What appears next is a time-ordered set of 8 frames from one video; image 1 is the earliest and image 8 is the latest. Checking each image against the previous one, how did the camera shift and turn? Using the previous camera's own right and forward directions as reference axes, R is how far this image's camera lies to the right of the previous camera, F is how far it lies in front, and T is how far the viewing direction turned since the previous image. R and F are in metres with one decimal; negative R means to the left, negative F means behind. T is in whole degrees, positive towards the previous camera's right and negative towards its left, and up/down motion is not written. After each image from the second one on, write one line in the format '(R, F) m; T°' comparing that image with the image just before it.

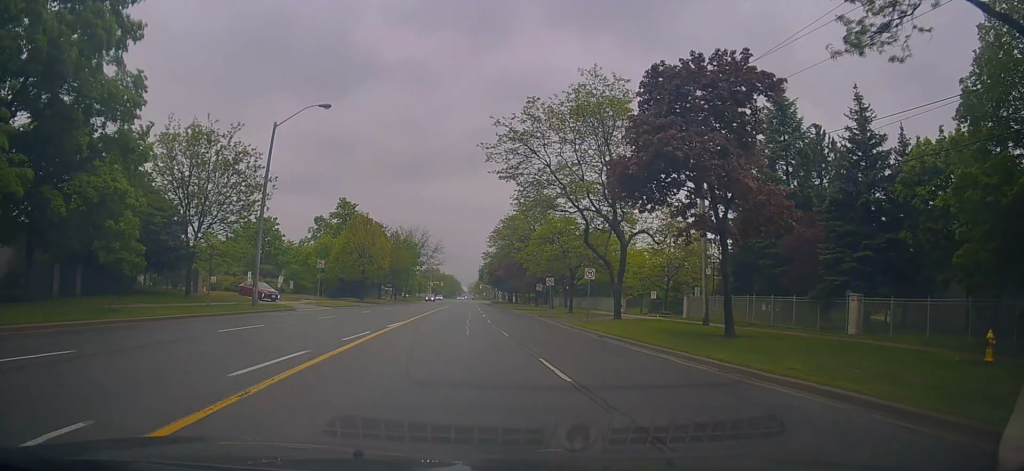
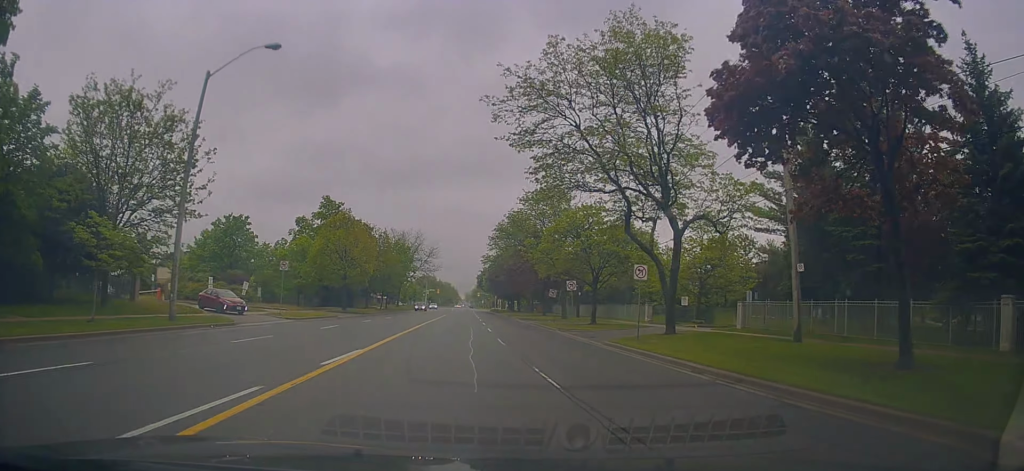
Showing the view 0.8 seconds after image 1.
(-0.1, +9.7) m; -1°
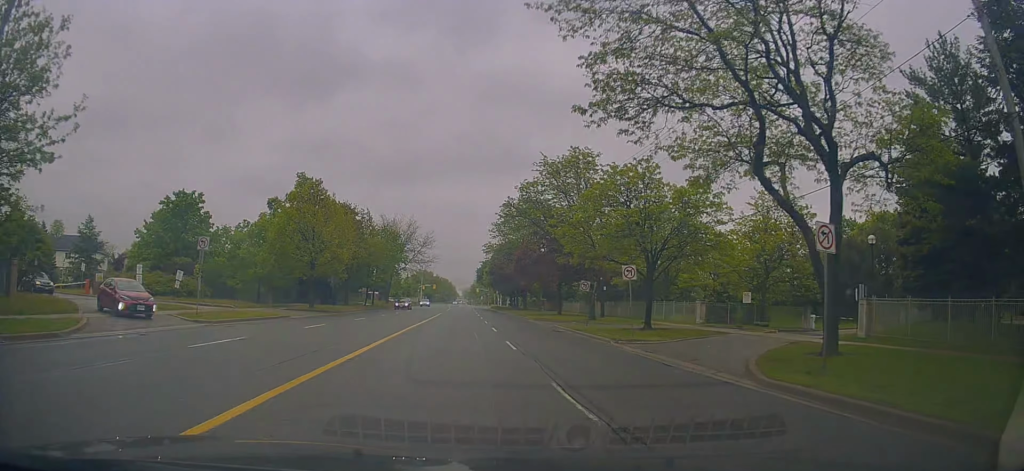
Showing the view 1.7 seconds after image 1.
(-0.2, +12.6) m; -1°
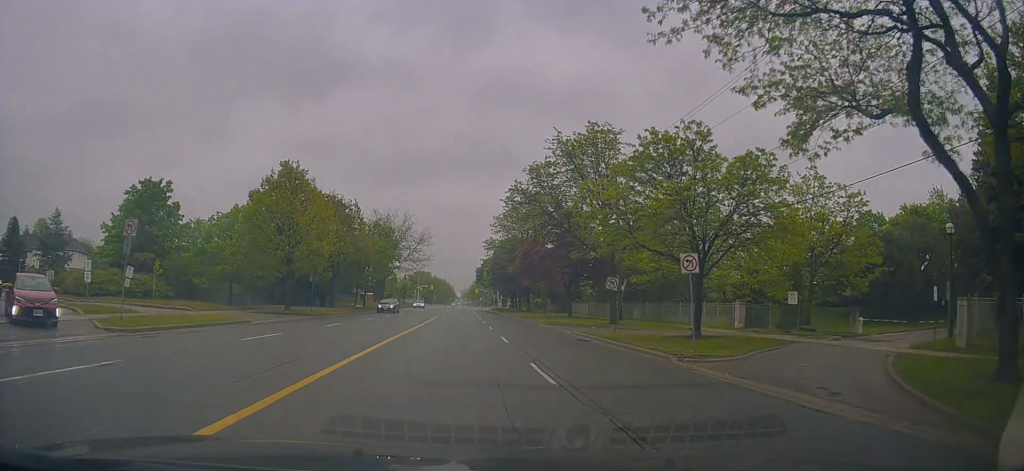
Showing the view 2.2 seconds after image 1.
(0.0, +6.6) m; 0°
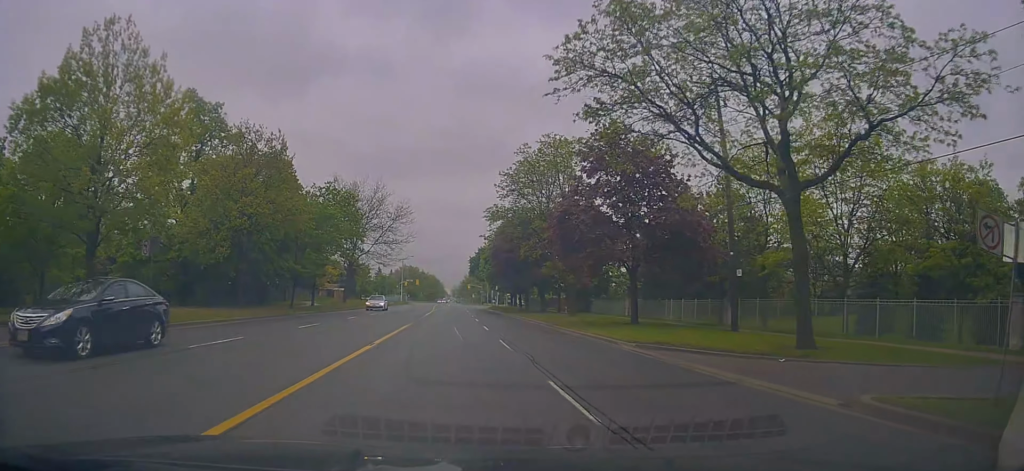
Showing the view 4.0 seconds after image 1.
(+1.0, +22.8) m; +4°
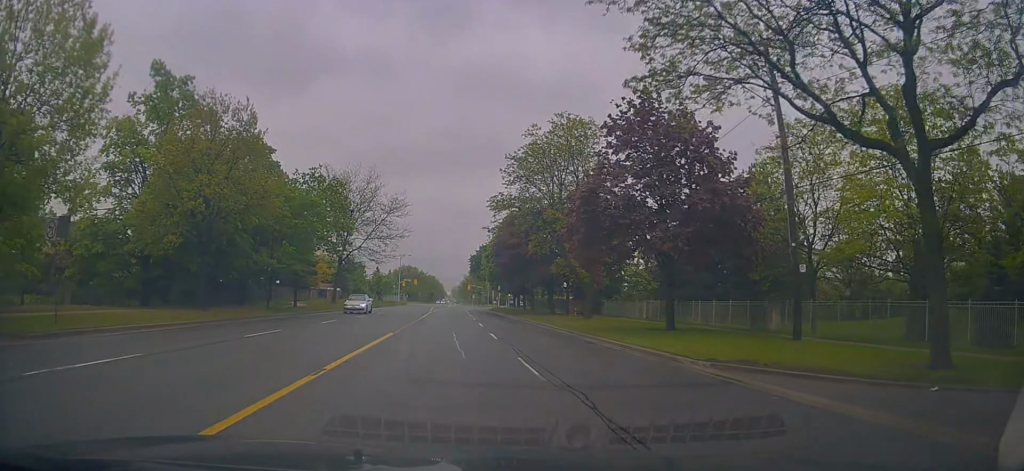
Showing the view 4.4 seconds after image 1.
(+0.1, +5.6) m; 0°
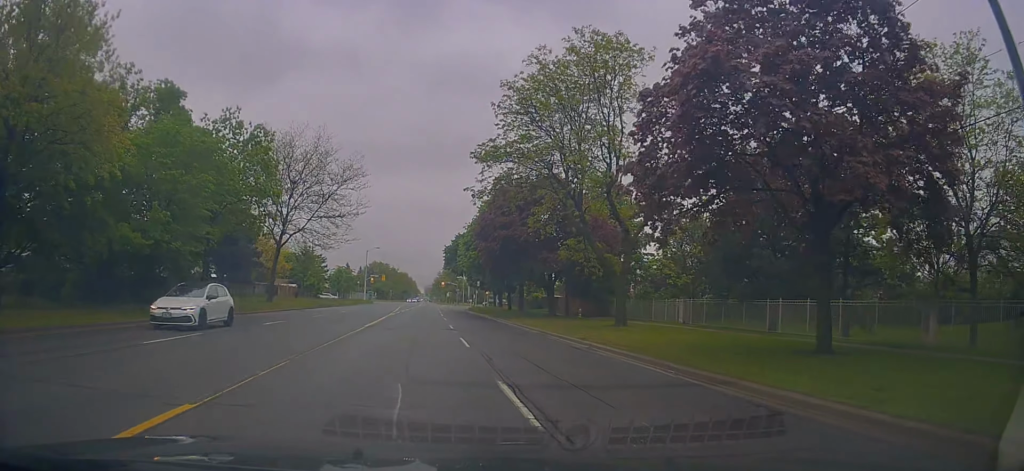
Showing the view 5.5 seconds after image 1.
(-0.4, +13.7) m; 0°
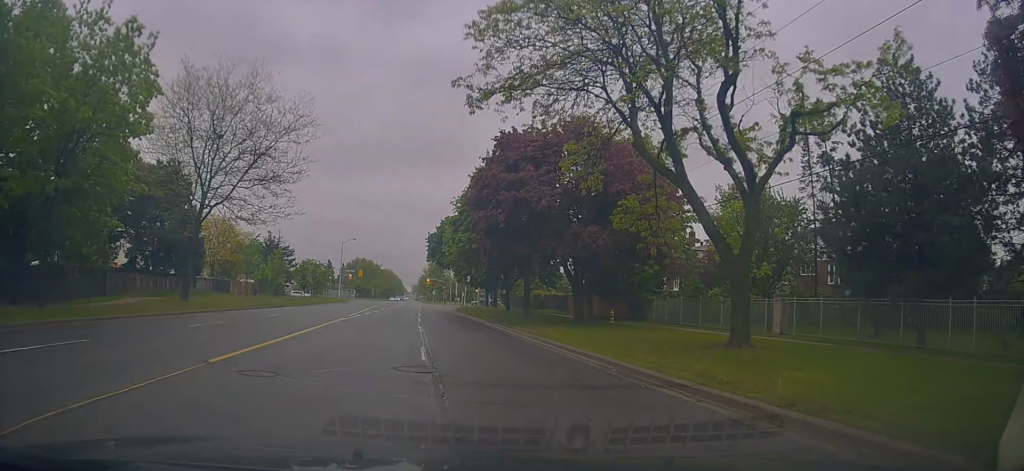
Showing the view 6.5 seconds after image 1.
(+0.4, +13.4) m; +3°
